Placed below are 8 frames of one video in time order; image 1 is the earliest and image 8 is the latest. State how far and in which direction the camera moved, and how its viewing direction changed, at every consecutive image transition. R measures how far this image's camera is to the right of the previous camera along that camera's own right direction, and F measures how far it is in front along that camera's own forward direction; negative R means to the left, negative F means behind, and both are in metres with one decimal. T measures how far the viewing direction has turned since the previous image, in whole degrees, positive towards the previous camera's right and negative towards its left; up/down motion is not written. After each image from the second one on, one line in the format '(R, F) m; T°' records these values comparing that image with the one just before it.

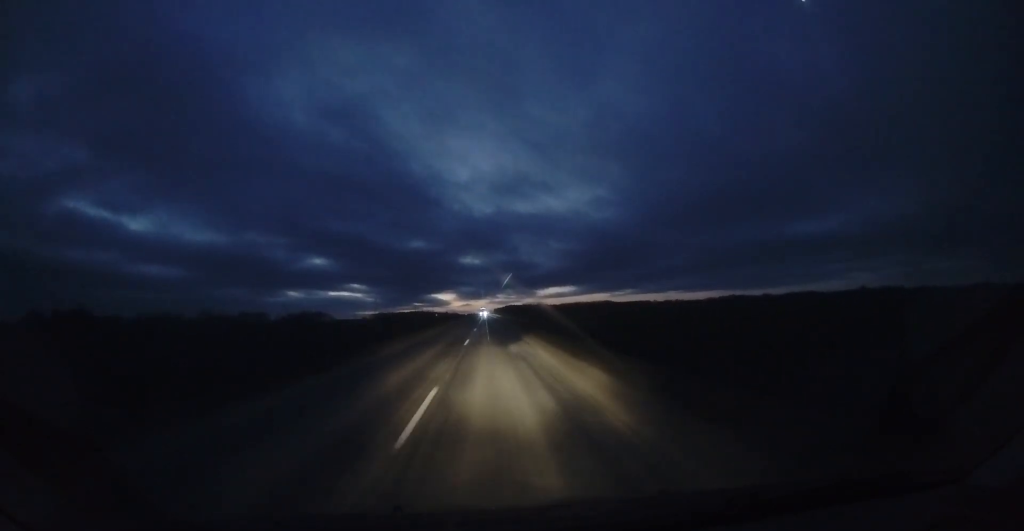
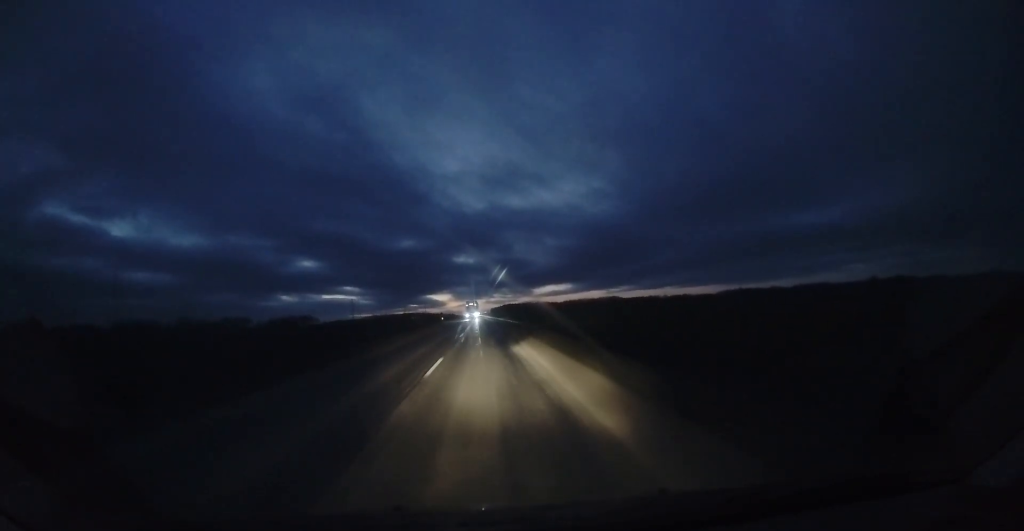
(+0.3, +42.1) m; +1°
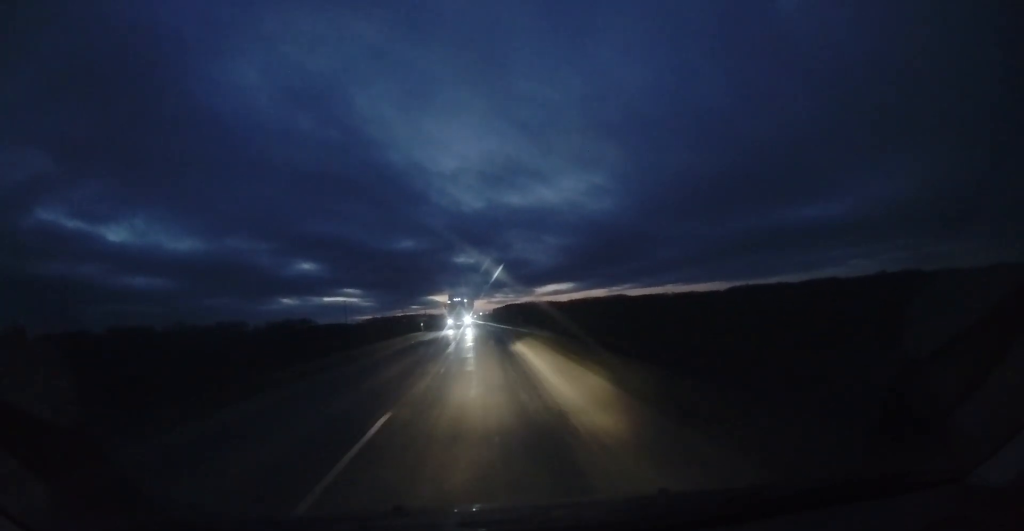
(+0.1, +18.2) m; +1°
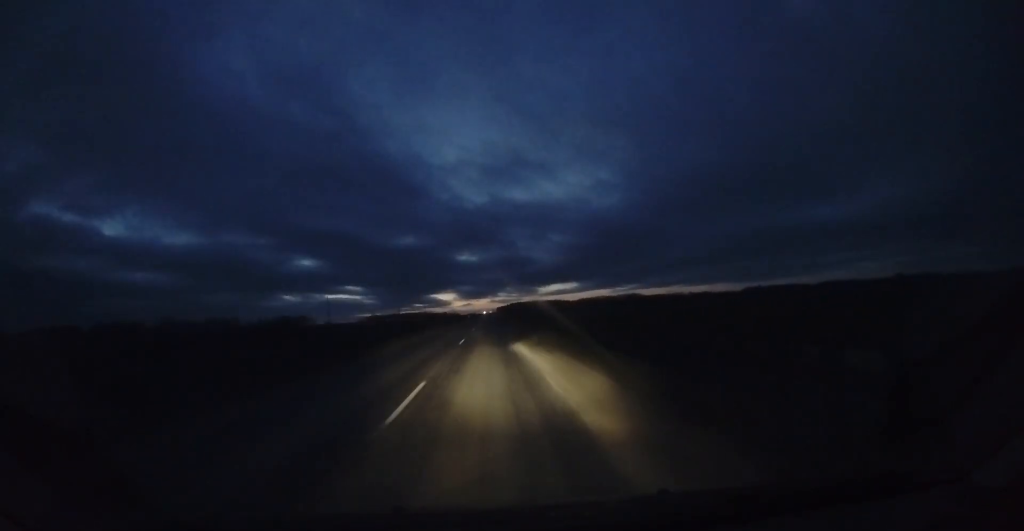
(+0.4, +33.1) m; +1°
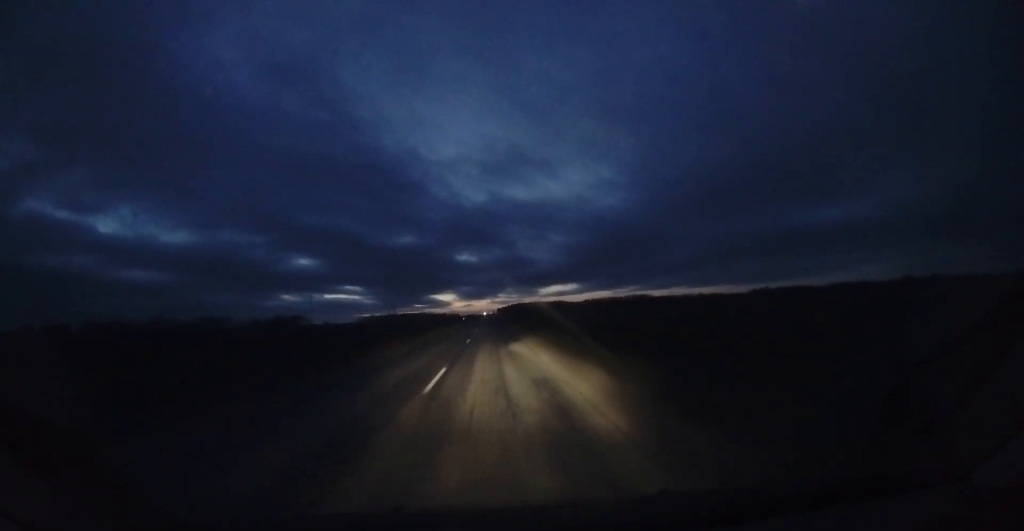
(+0.1, +22.4) m; -1°
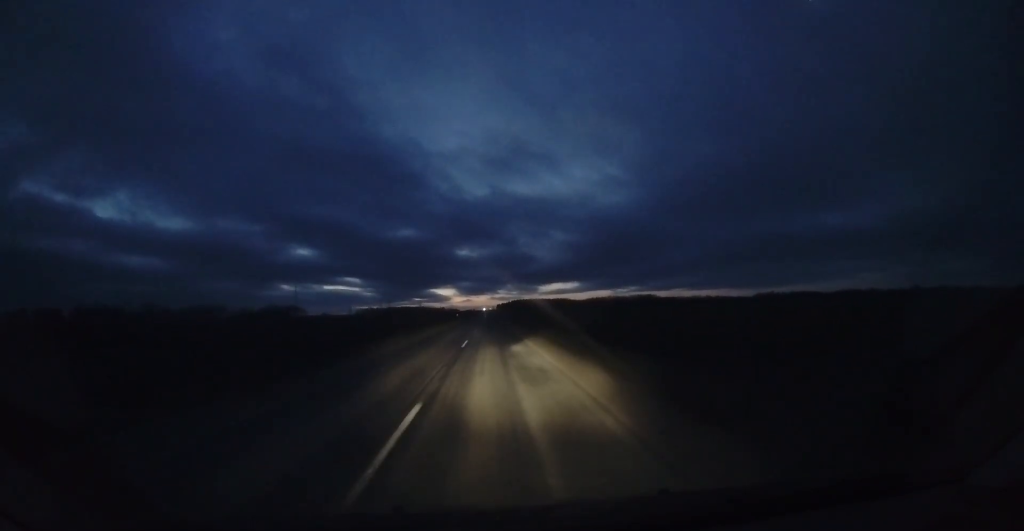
(-0.3, +16.0) m; -1°
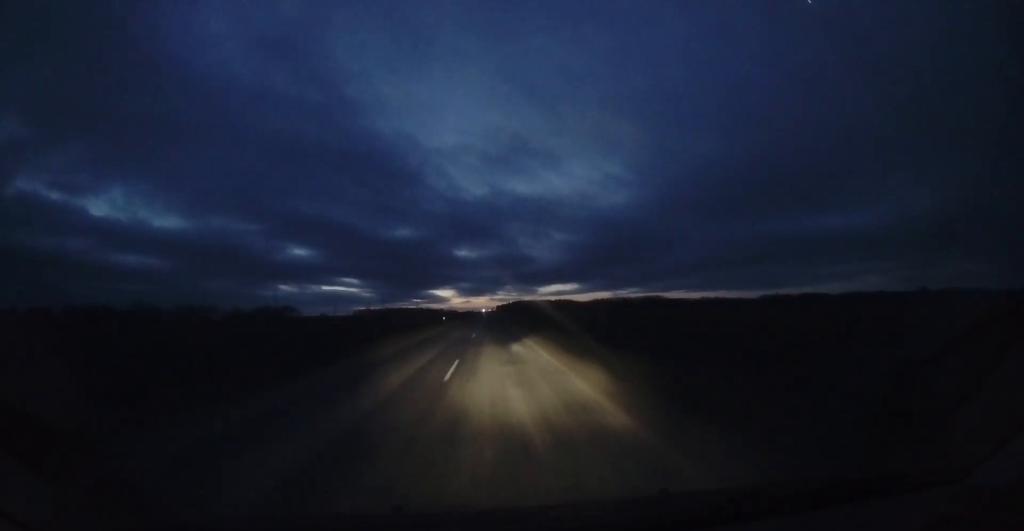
(-0.1, +18.5) m; 0°
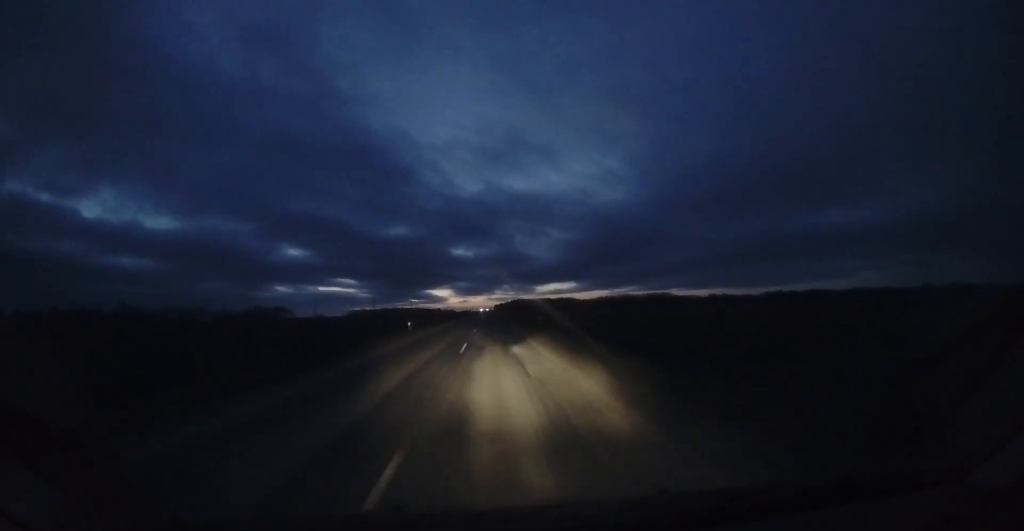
(0.0, +18.8) m; 0°
